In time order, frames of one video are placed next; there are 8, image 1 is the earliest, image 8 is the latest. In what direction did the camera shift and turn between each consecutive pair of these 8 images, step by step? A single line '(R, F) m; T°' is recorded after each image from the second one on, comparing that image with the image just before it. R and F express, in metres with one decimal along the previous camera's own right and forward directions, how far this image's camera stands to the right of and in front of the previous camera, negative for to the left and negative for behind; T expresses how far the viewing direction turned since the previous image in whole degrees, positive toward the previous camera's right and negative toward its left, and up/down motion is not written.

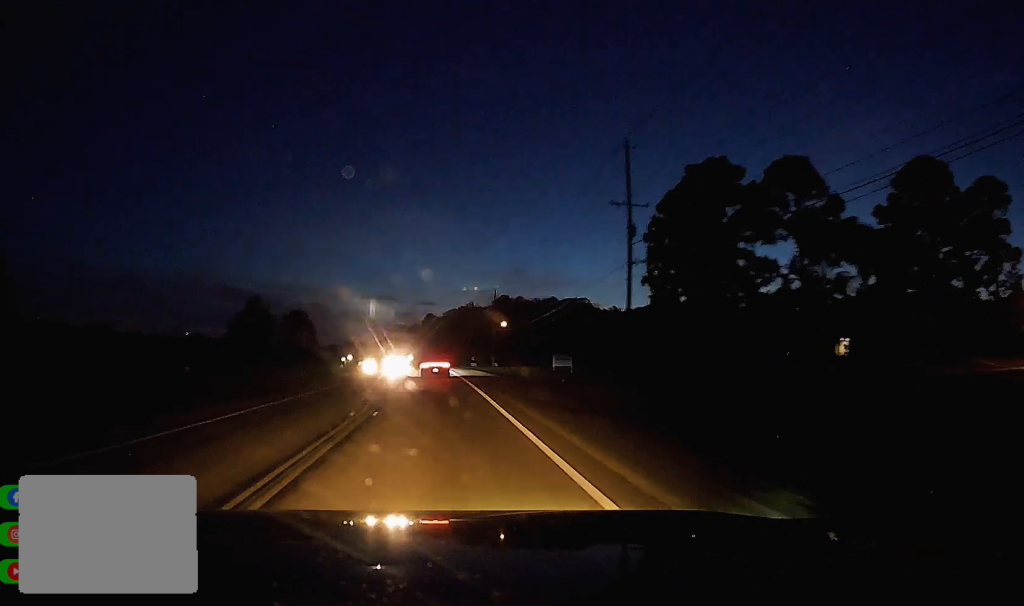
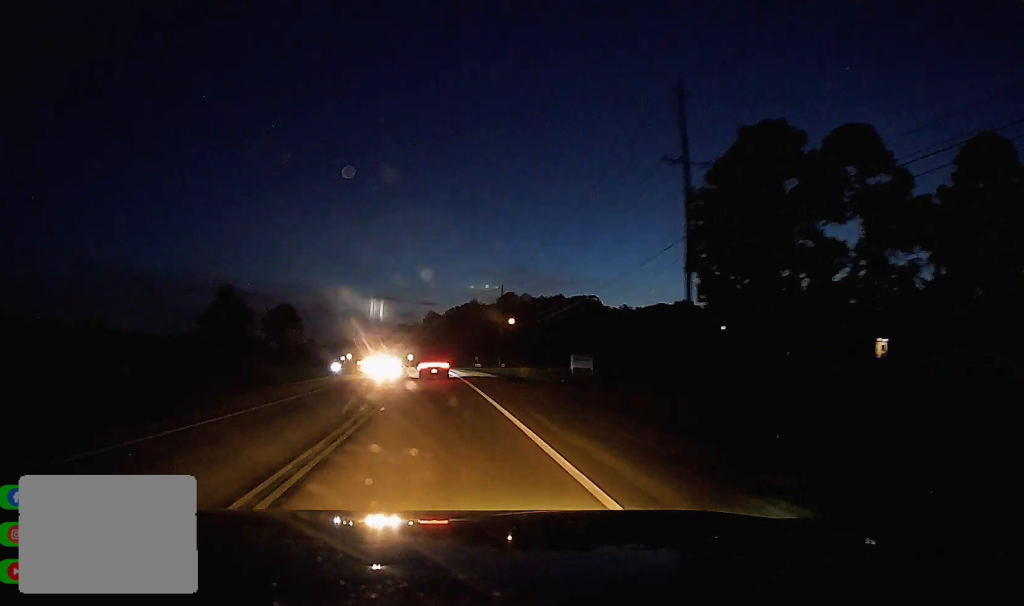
(+0.4, +11.1) m; 0°
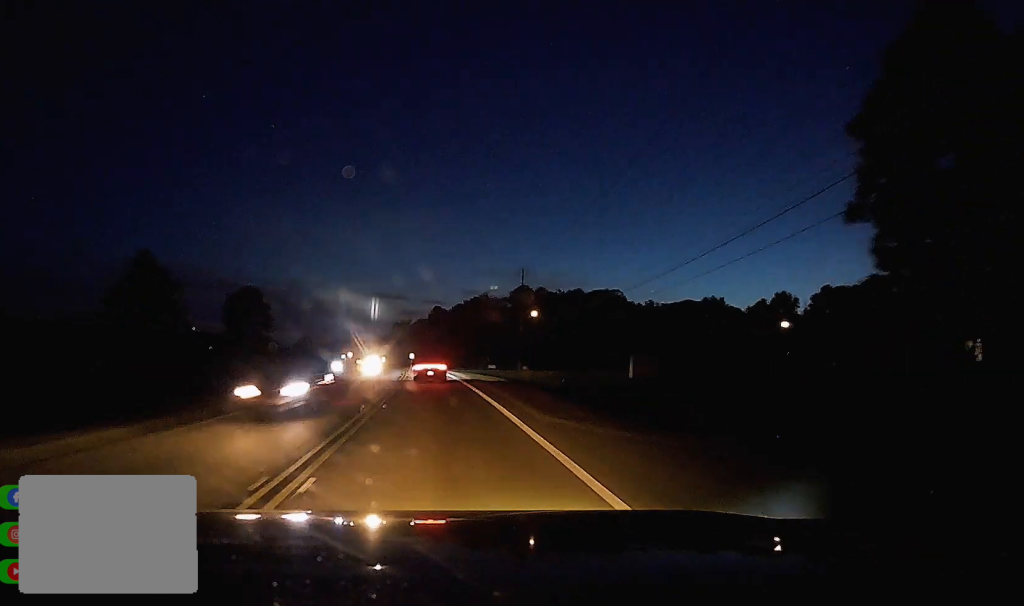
(-0.4, +22.2) m; -2°
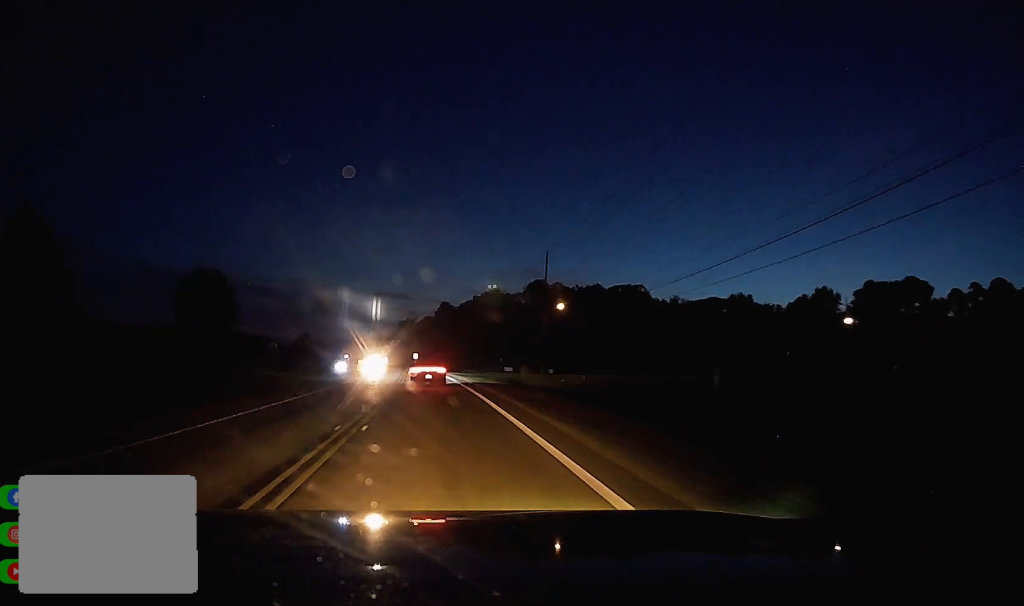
(-0.2, +17.2) m; -1°
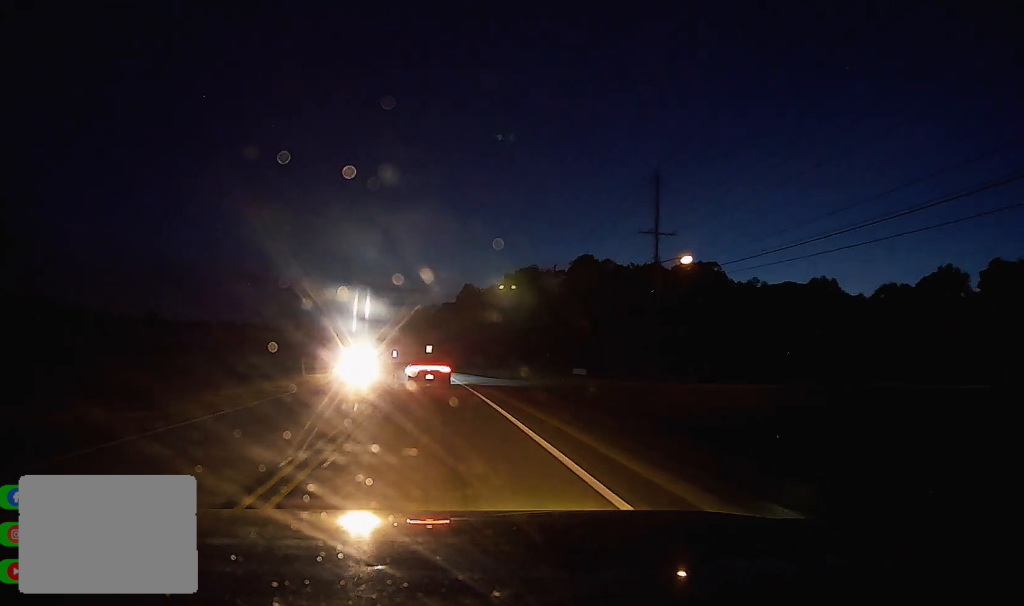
(0.0, +40.4) m; -1°
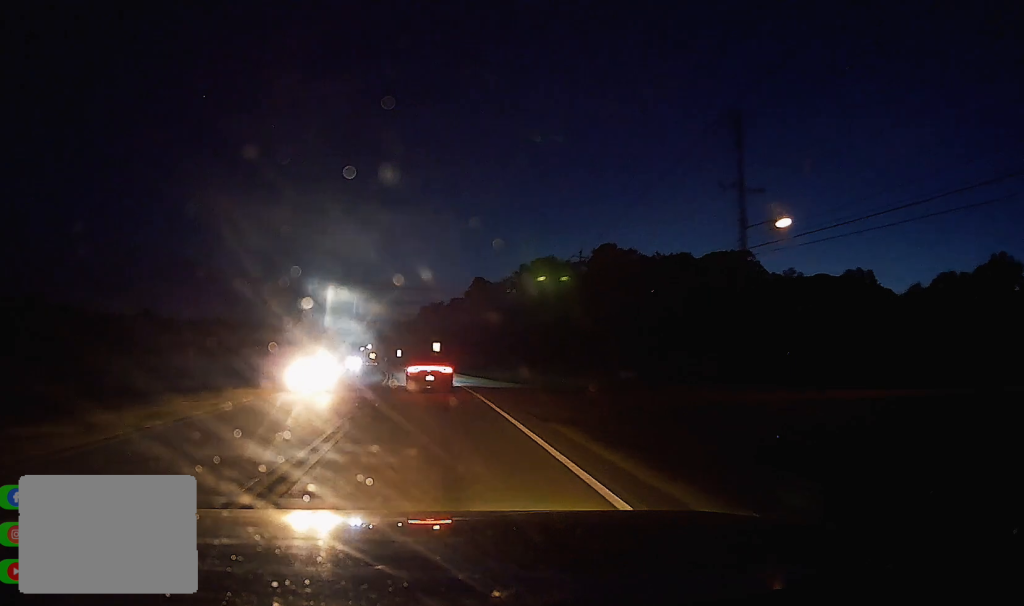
(-0.1, +14.1) m; 0°
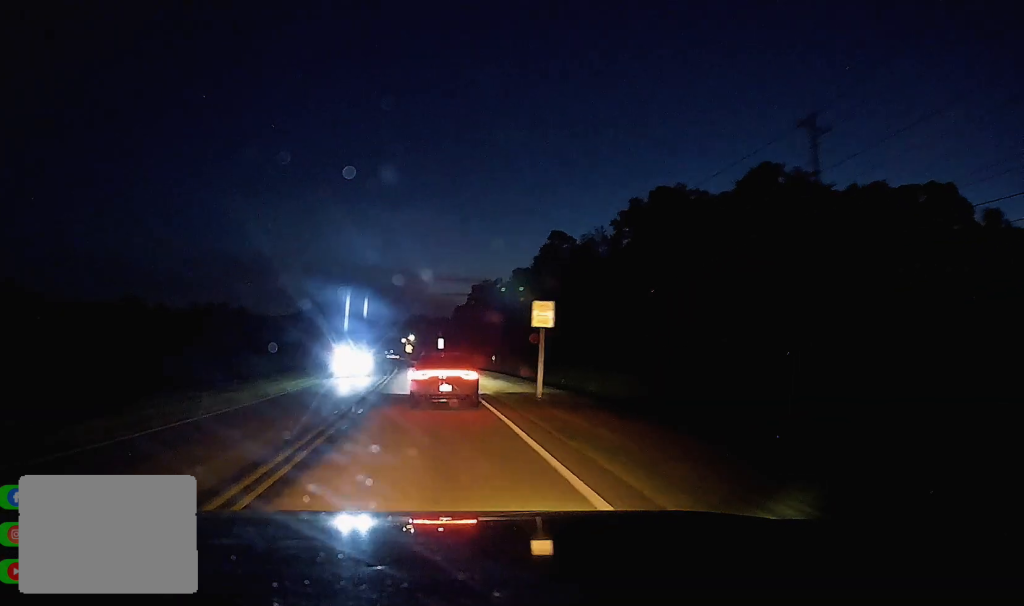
(+0.3, +52.6) m; -2°
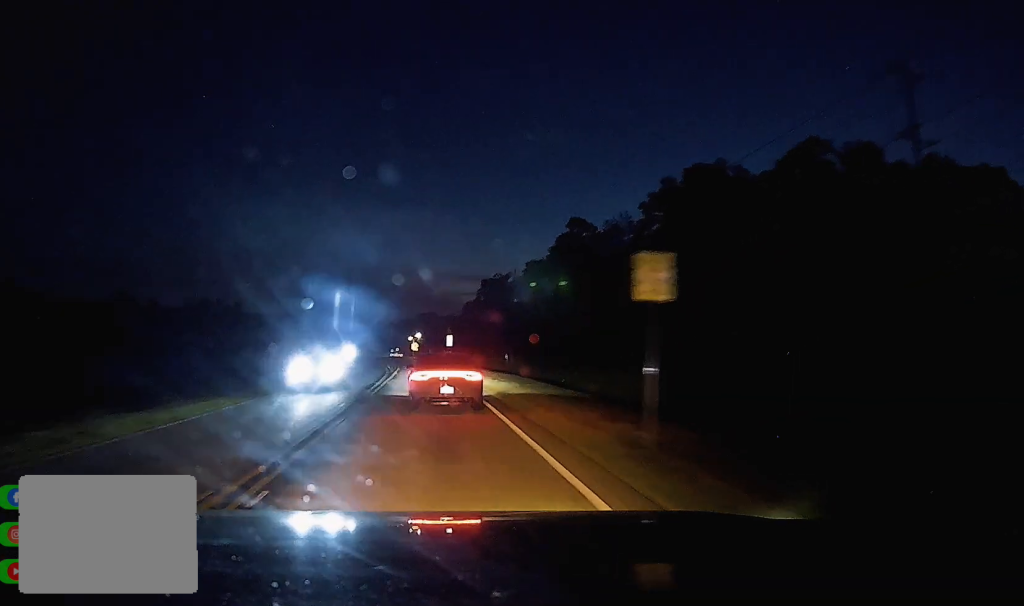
(-0.2, +9.9) m; -1°
